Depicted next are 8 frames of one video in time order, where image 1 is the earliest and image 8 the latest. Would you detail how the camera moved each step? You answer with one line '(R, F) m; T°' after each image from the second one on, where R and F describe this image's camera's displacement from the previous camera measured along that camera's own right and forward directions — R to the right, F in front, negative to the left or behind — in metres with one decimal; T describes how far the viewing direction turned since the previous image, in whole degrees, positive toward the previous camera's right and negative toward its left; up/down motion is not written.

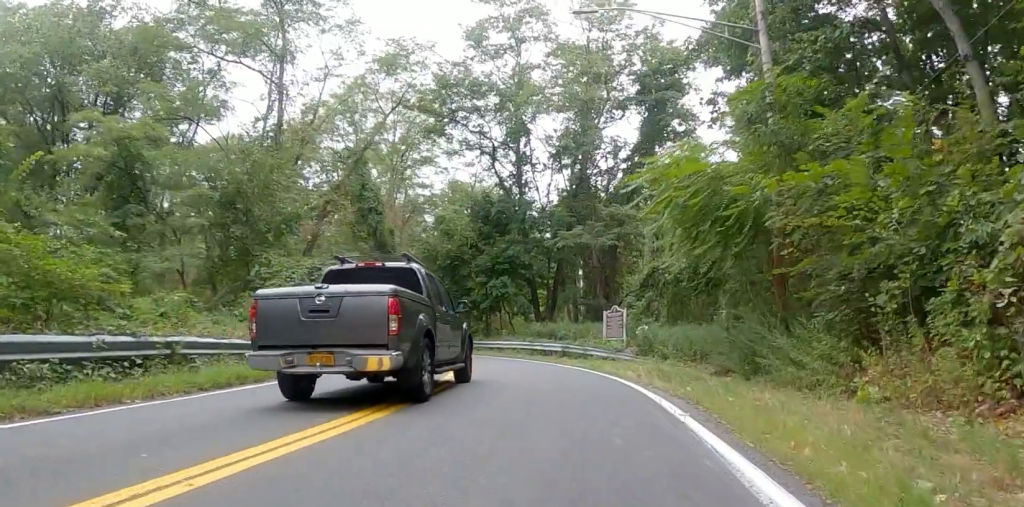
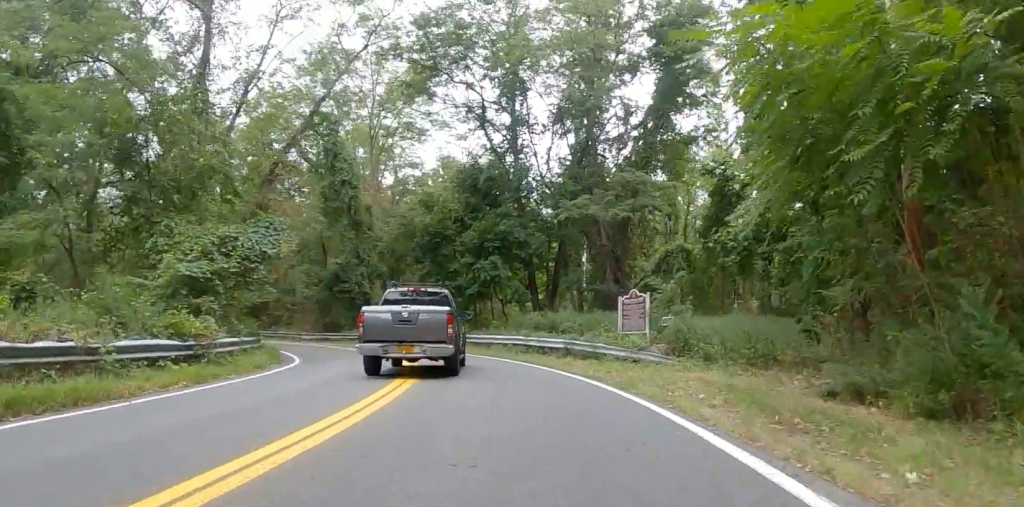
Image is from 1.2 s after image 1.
(+0.1, +6.3) m; -2°
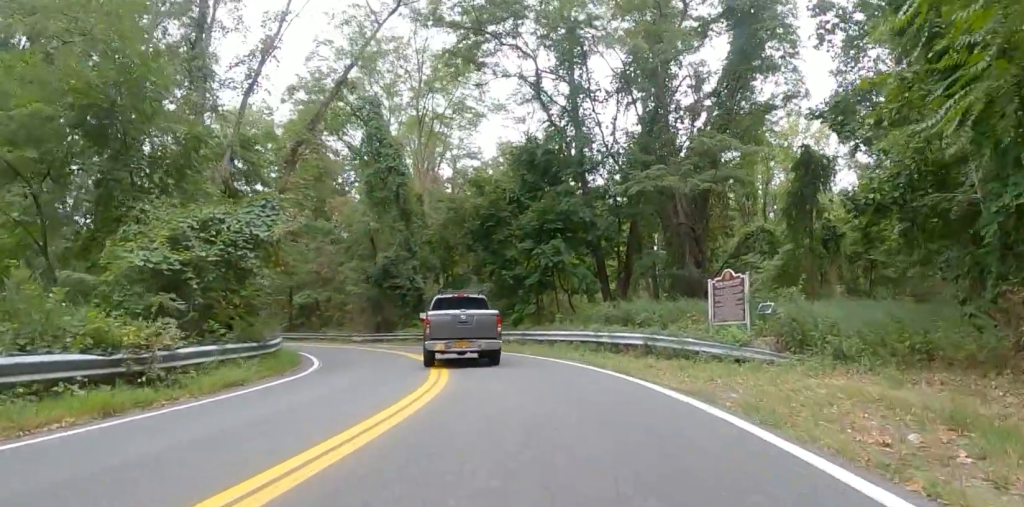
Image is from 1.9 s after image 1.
(-0.2, +4.1) m; -1°
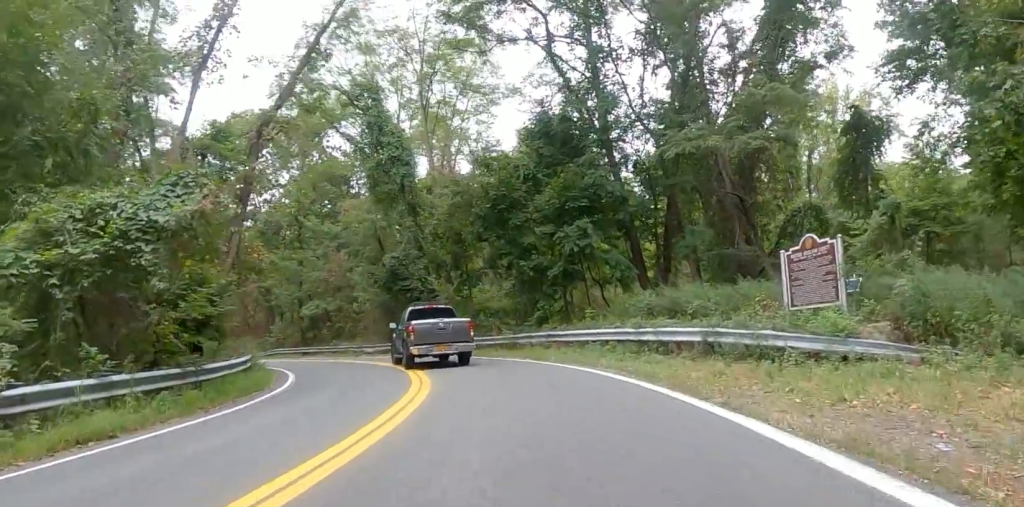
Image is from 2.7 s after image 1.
(-0.1, +4.2) m; +2°
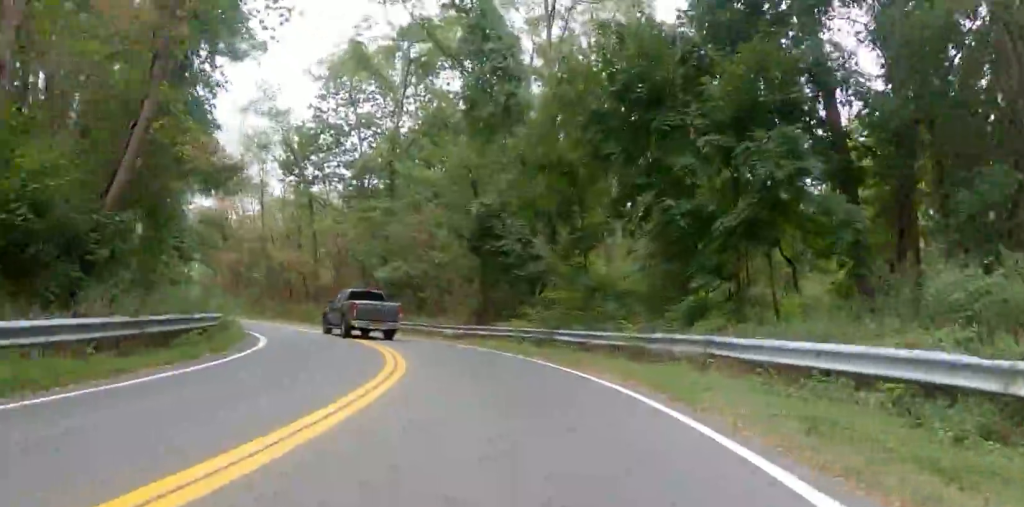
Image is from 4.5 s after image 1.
(+0.4, +10.7) m; -14°
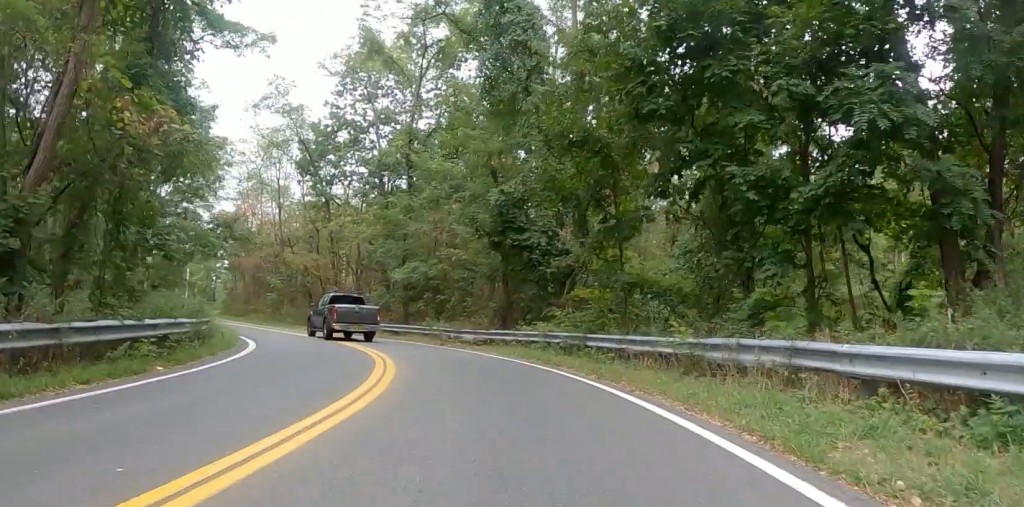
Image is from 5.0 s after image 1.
(-0.7, +2.6) m; -8°
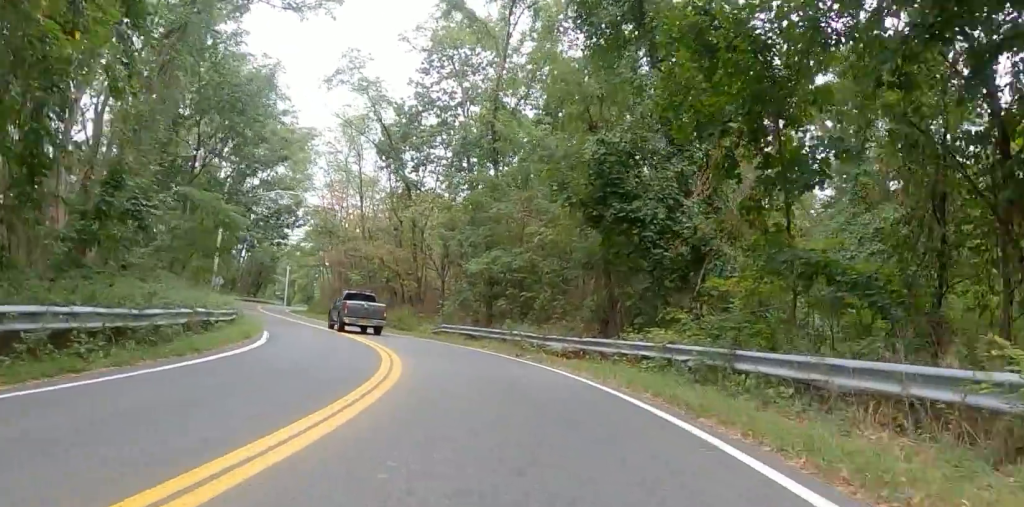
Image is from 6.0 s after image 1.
(-0.9, +6.1) m; -11°
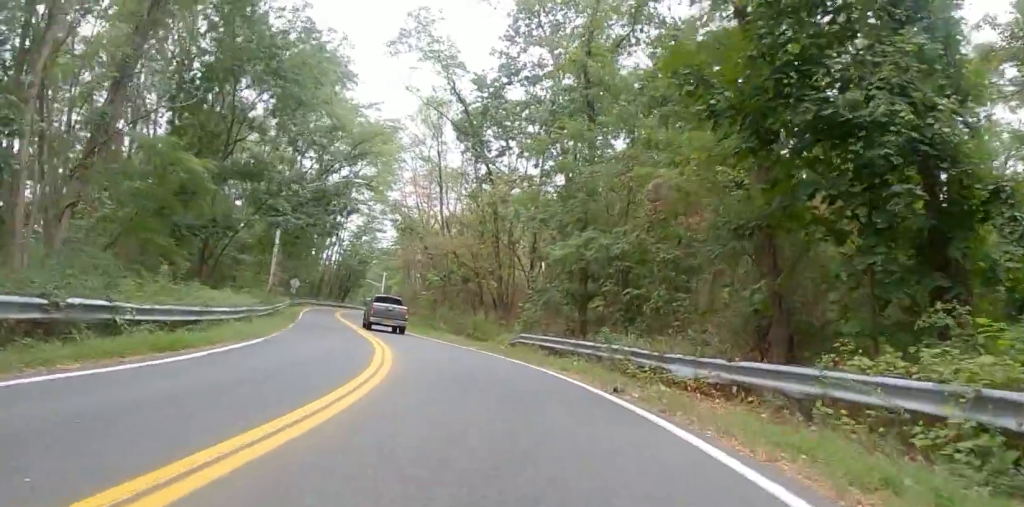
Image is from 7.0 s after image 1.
(-0.3, +7.3) m; -8°
